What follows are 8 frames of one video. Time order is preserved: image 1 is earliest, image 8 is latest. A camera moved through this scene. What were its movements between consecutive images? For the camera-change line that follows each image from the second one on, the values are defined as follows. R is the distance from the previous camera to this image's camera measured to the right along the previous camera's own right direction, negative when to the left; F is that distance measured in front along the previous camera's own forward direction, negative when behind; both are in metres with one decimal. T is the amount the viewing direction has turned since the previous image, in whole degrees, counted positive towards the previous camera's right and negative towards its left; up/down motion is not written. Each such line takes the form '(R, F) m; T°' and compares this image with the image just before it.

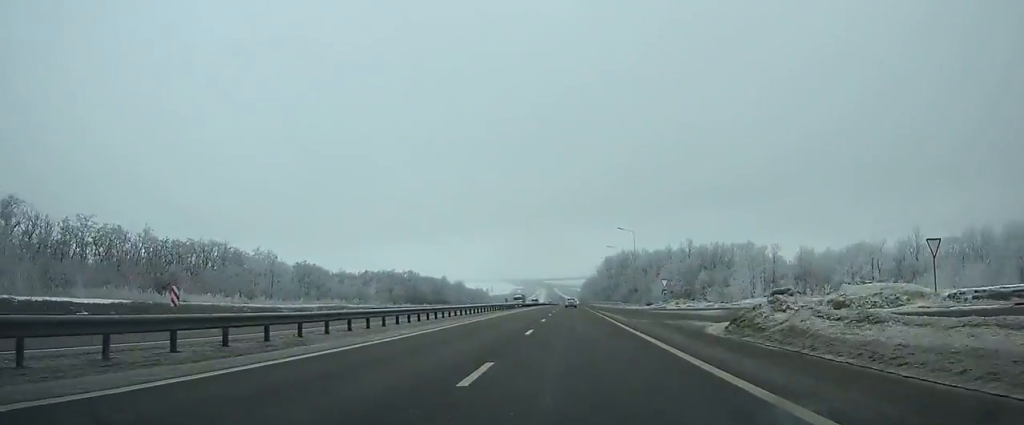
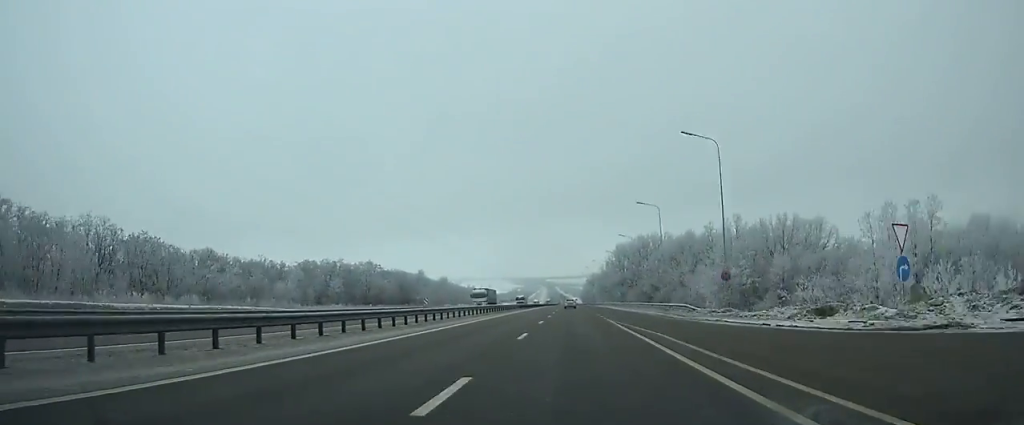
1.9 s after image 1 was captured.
(-0.1, +47.5) m; 0°
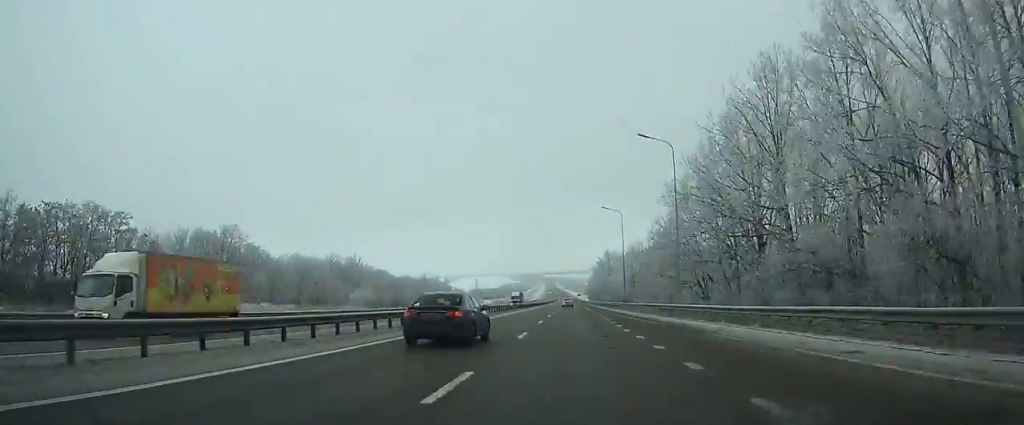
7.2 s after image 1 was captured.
(-0.3, +131.7) m; 0°
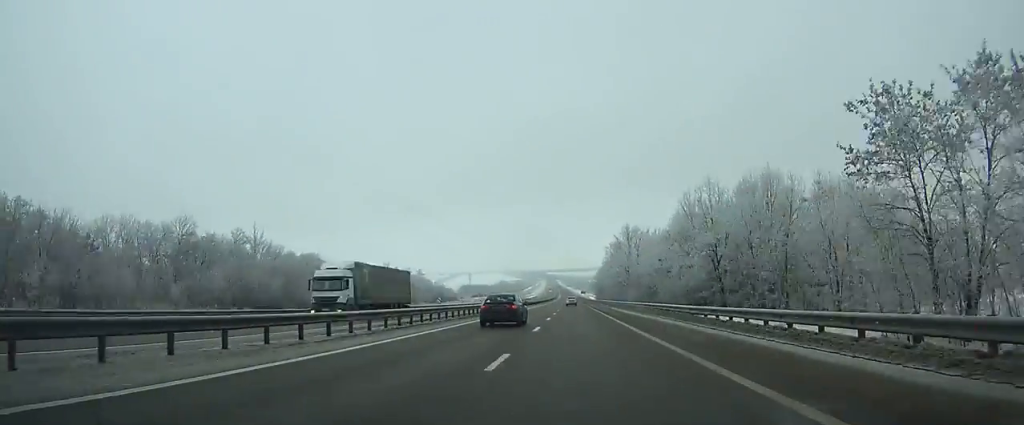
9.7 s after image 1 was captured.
(0.0, +65.1) m; 0°
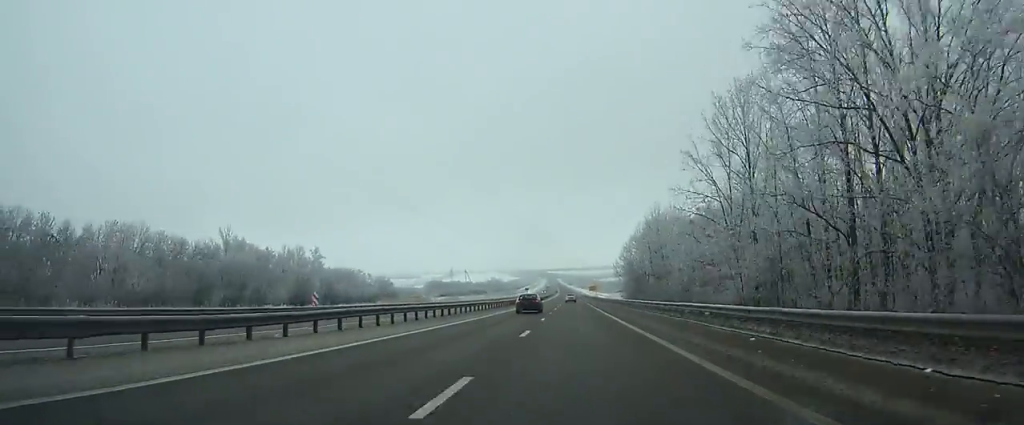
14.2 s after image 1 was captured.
(-0.1, +121.9) m; 0°
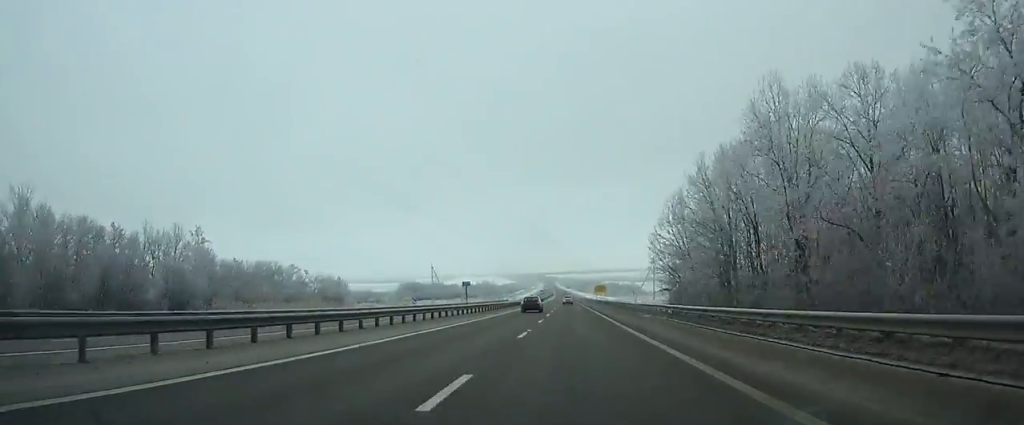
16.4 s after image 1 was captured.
(-0.2, +61.1) m; 0°
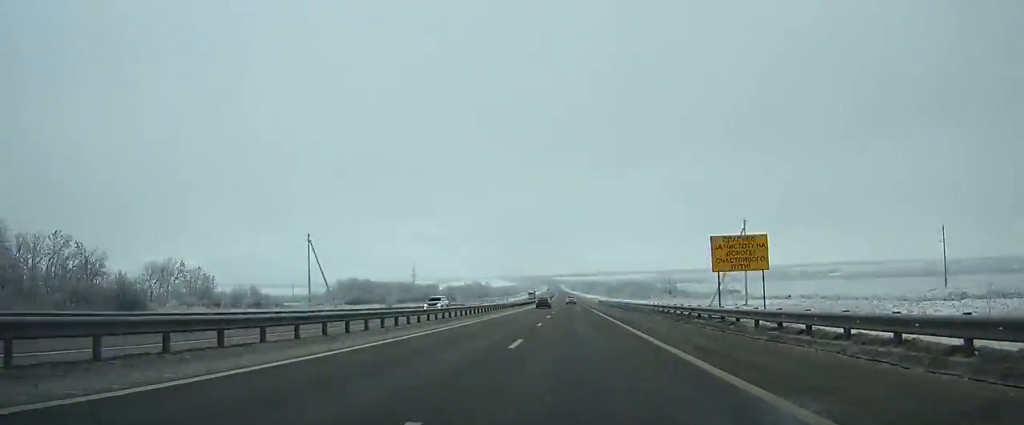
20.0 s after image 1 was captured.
(-0.2, +100.8) m; 0°
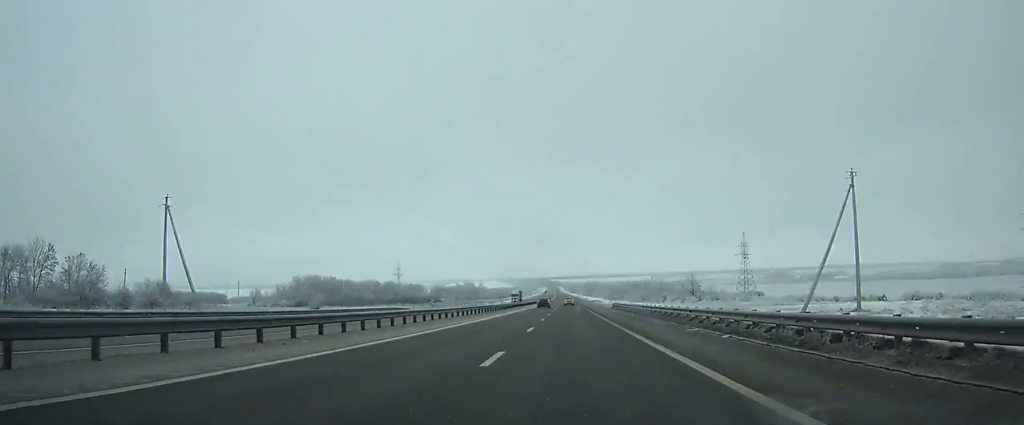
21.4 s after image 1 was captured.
(0.0, +39.3) m; 0°
